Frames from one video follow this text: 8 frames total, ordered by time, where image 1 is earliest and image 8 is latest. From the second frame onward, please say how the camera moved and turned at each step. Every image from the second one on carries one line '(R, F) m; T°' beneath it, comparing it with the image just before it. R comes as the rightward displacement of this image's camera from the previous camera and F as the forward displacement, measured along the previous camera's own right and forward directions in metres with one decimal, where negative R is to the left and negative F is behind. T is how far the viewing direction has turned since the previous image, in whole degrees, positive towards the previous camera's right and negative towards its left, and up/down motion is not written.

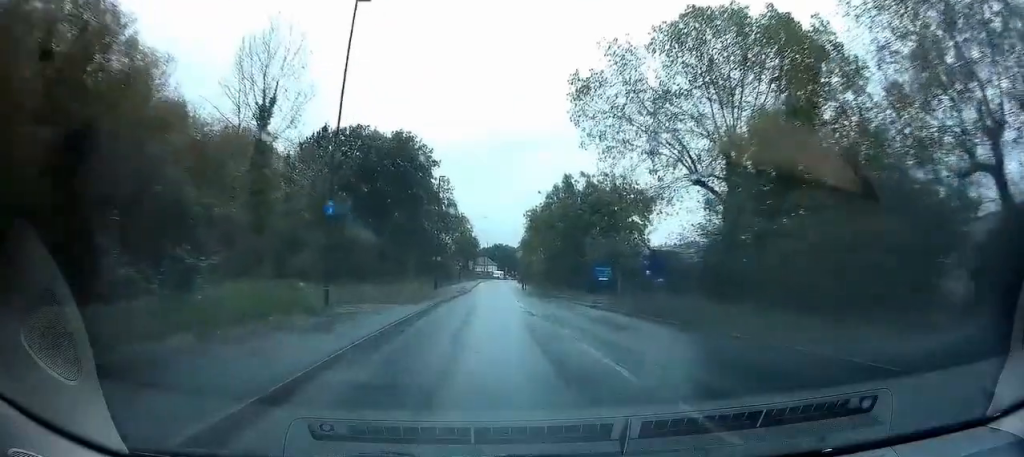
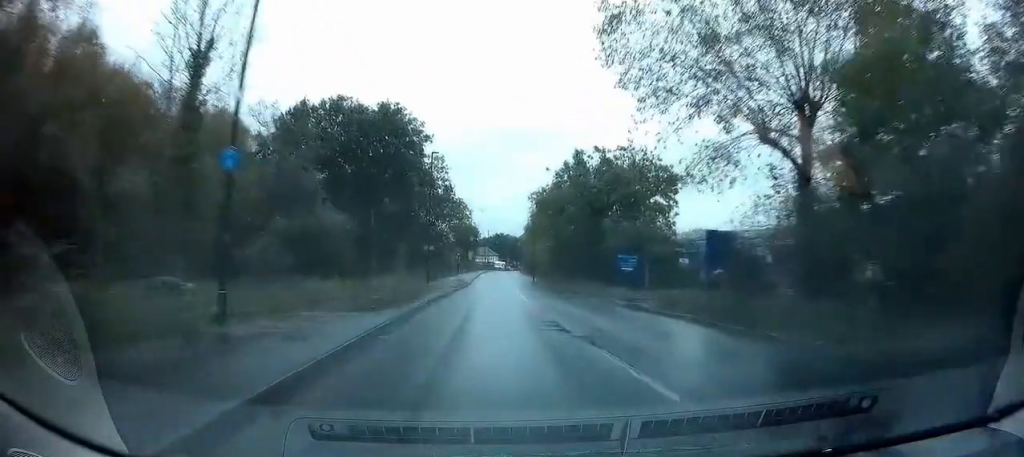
(-0.1, +7.7) m; -1°
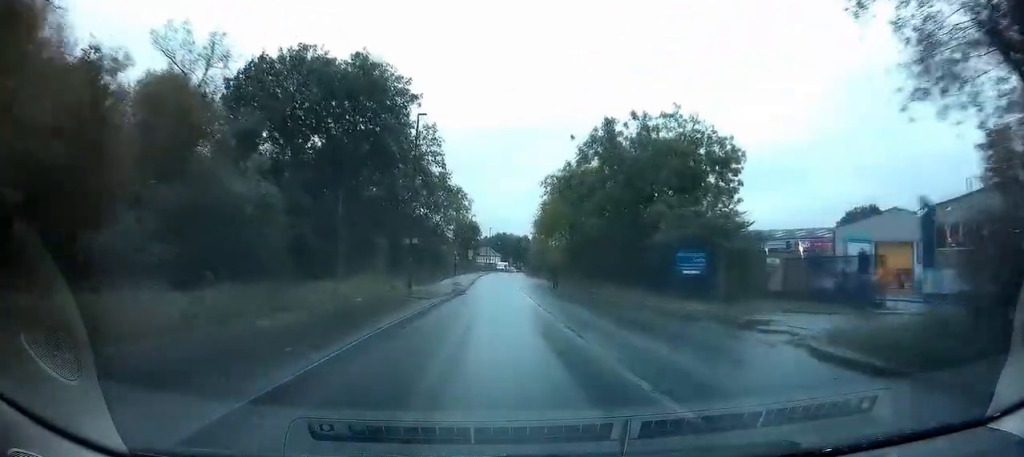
(0.0, +11.9) m; +2°
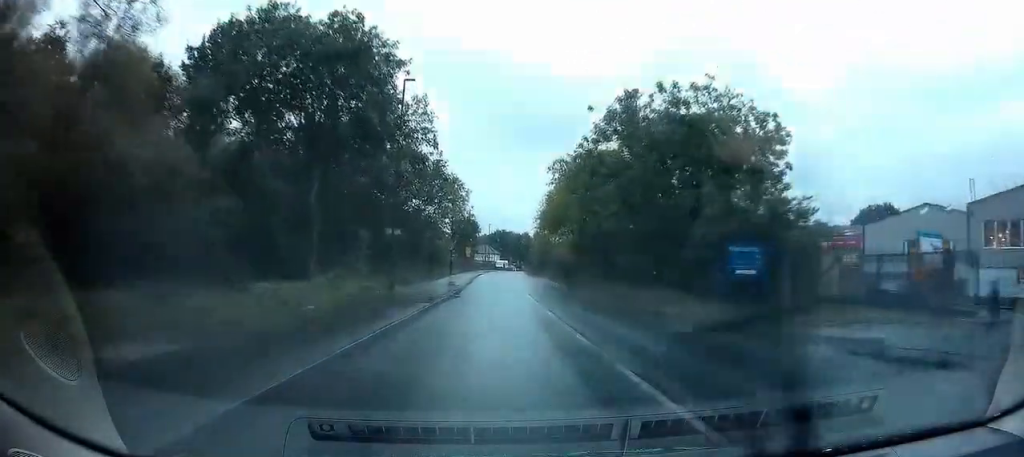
(+0.2, +6.0) m; +1°
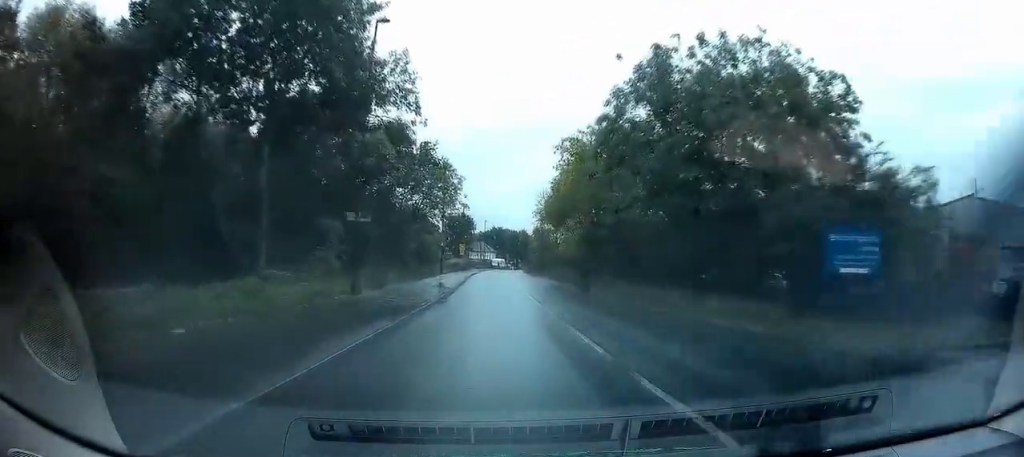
(+0.1, +7.1) m; +1°
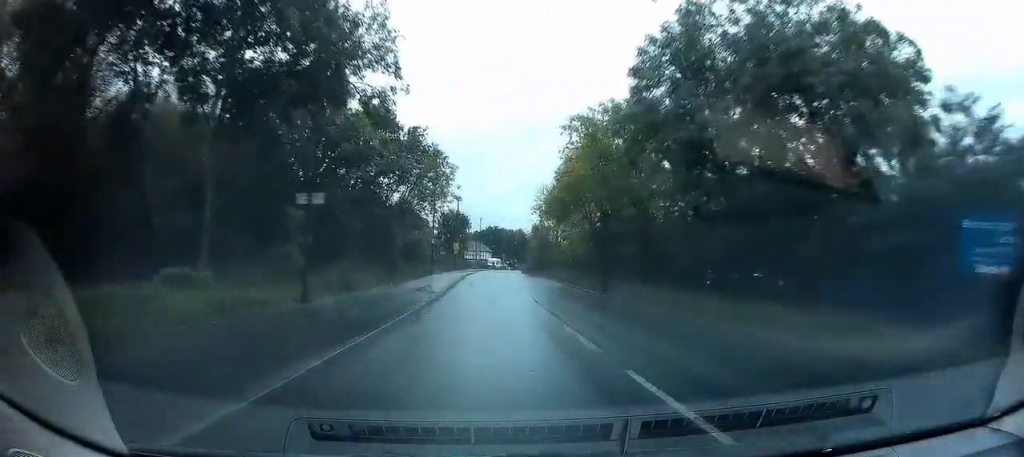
(-0.1, +5.3) m; 0°
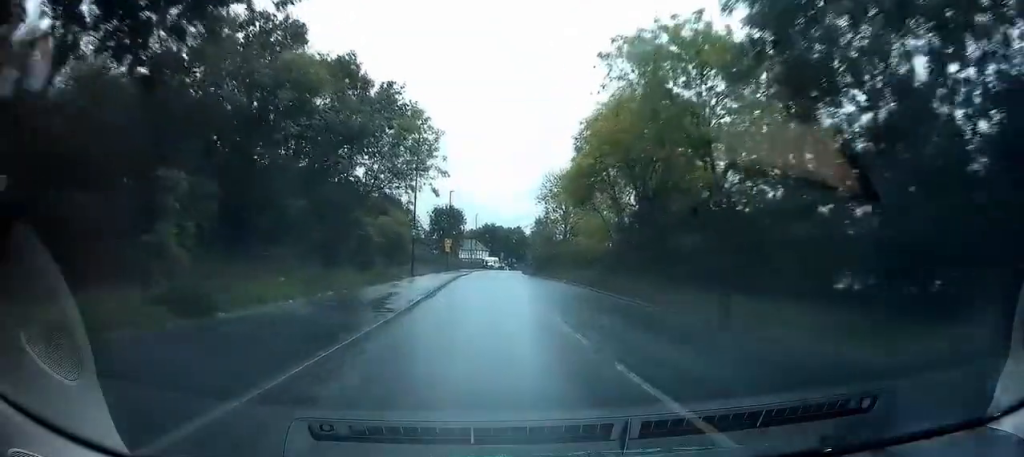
(+0.1, +11.4) m; 0°
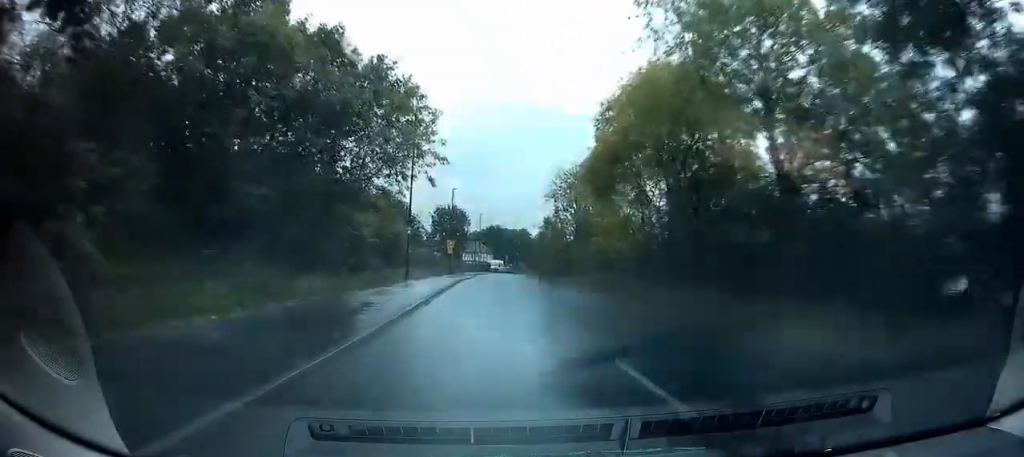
(-0.1, +4.9) m; 0°
